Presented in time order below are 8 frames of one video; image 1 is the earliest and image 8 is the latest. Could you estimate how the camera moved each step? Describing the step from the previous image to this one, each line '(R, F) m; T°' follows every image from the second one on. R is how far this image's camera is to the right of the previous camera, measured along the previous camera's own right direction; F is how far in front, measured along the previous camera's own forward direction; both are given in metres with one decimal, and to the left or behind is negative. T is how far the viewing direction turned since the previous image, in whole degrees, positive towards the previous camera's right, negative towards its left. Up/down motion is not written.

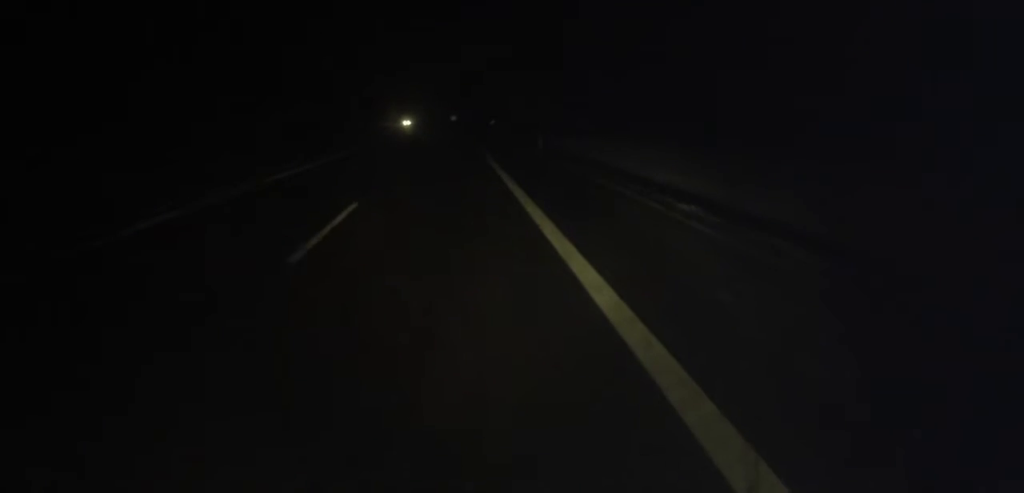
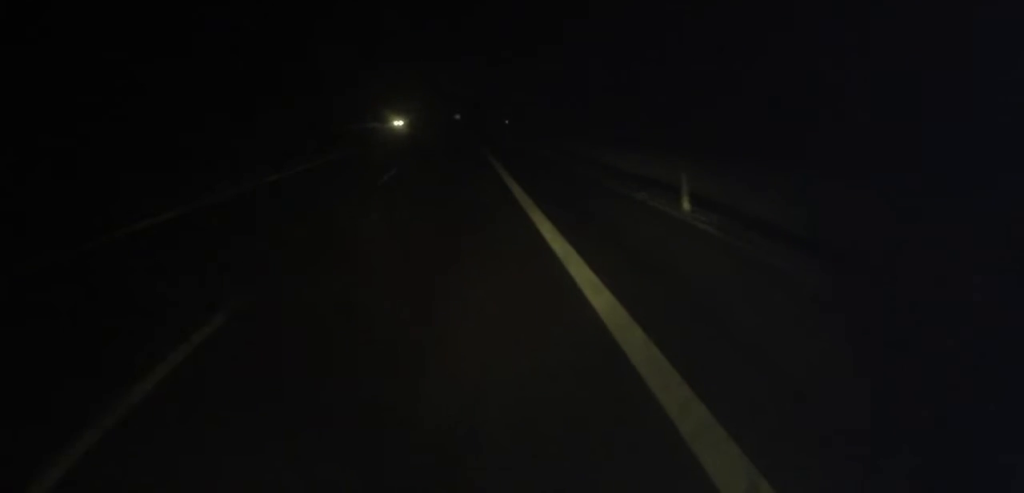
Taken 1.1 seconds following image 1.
(+0.3, +25.9) m; +1°
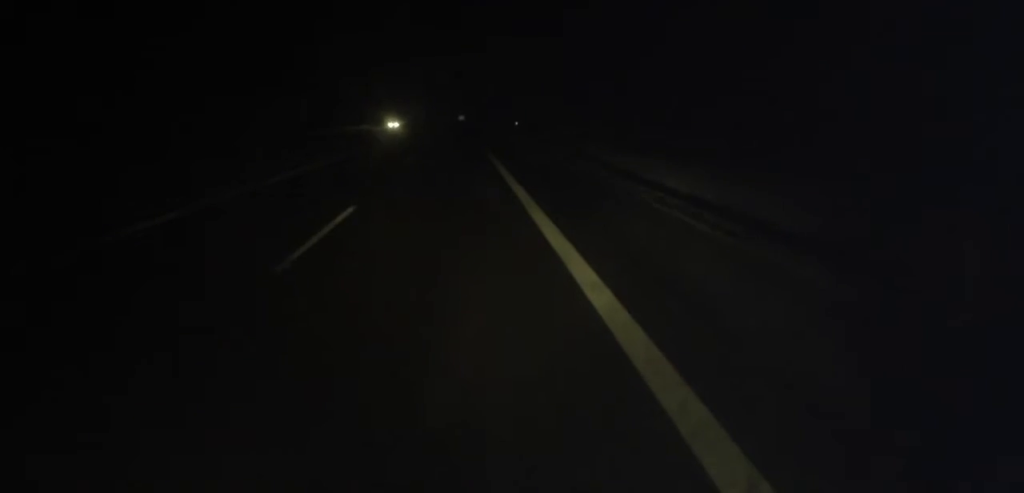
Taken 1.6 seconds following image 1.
(+0.2, +11.0) m; 0°
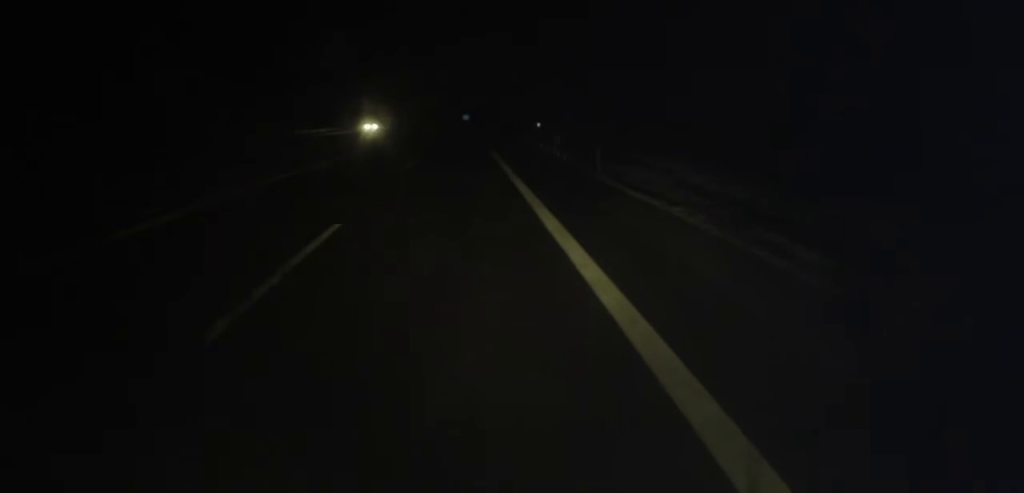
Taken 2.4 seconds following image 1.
(-0.4, +20.1) m; 0°
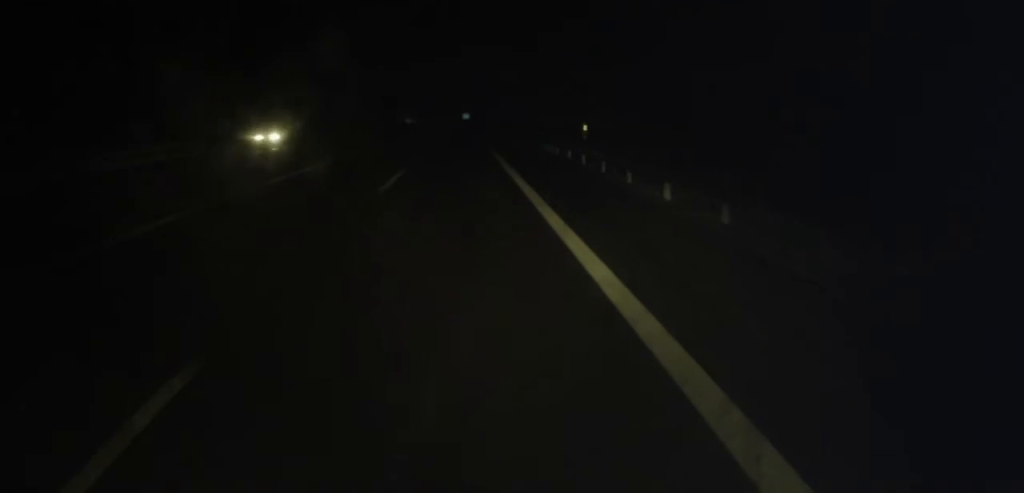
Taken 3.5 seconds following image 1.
(+0.5, +24.7) m; 0°
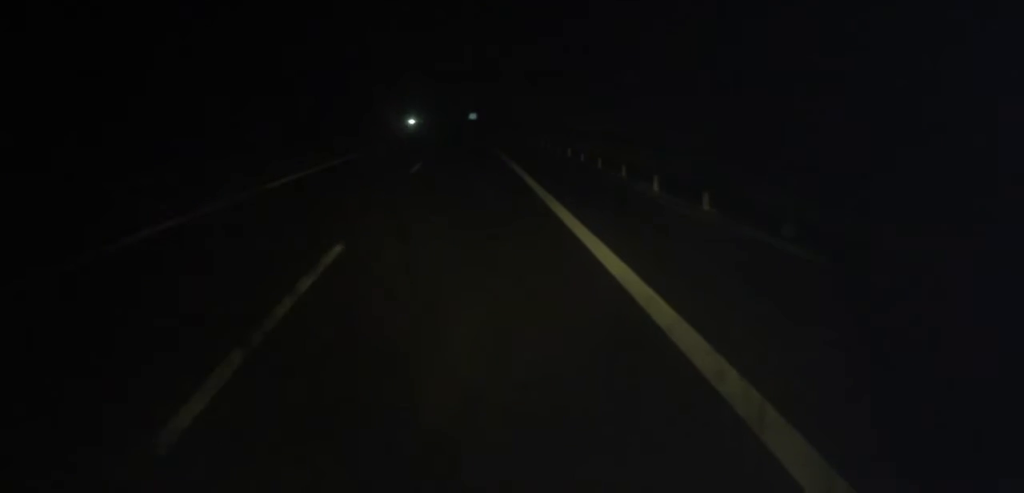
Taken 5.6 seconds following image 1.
(-2.2, +48.7) m; -3°
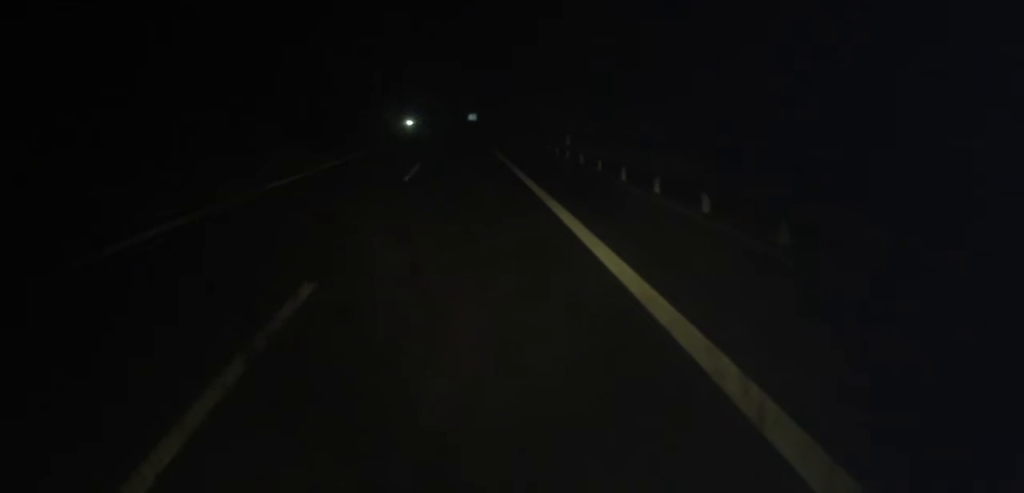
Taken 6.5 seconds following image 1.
(+0.4, +20.1) m; +1°
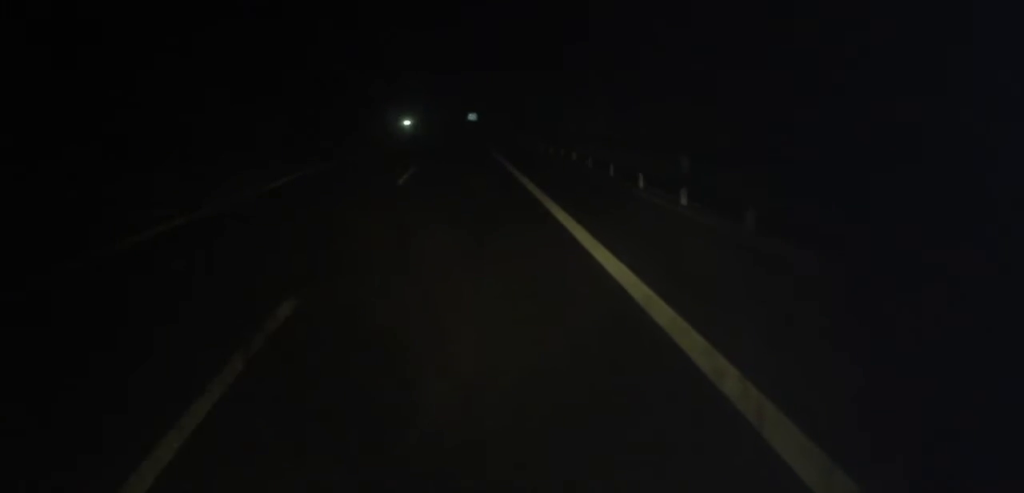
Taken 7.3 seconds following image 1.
(0.0, +18.5) m; -1°
